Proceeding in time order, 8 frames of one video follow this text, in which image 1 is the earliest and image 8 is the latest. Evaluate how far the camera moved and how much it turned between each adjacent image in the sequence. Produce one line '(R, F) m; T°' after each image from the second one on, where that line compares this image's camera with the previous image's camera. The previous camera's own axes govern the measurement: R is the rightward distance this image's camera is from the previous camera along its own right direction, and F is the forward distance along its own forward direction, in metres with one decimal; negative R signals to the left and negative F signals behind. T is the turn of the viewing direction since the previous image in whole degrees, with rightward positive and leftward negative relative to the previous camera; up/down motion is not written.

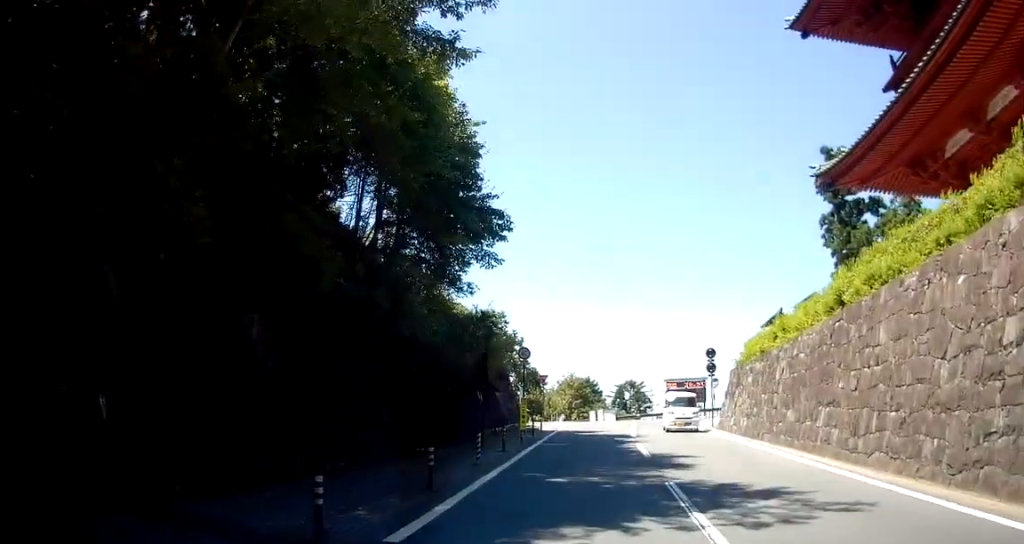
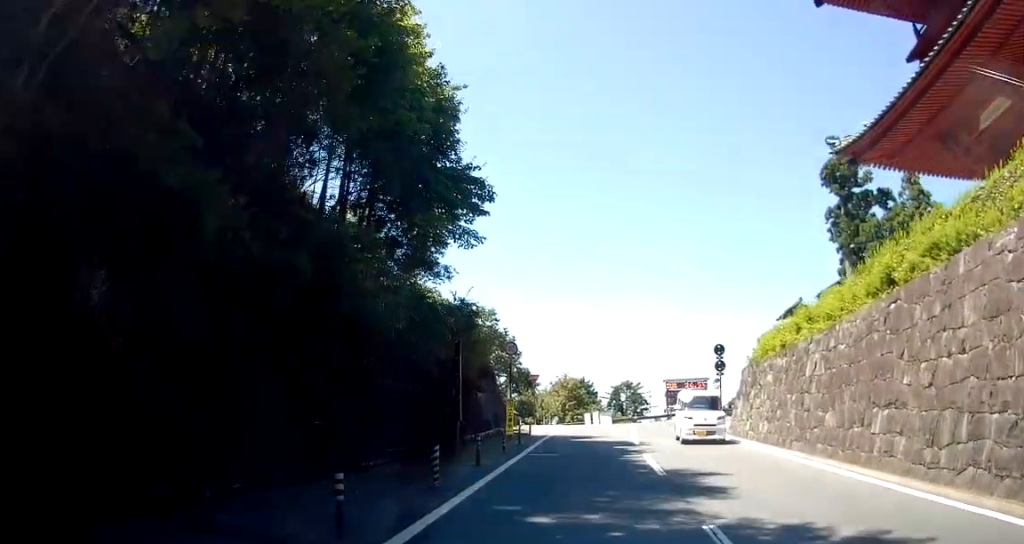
(-0.1, +3.6) m; -1°
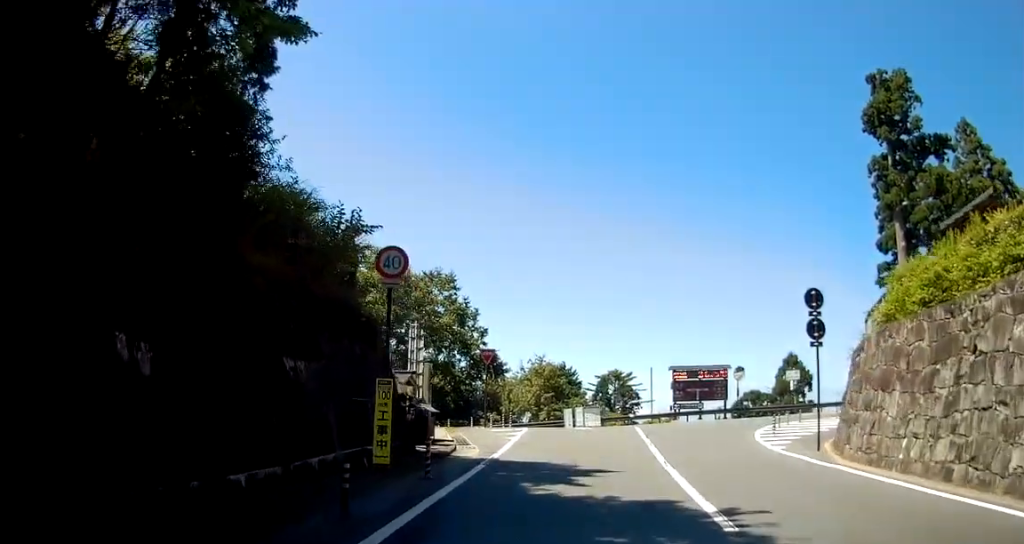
(-0.5, +16.0) m; 0°
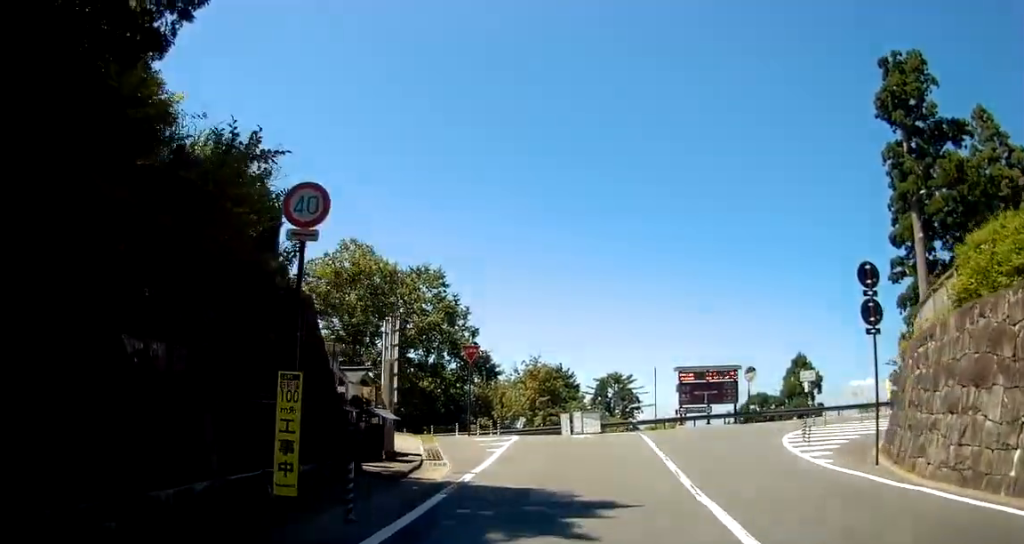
(+0.3, +4.0) m; +3°
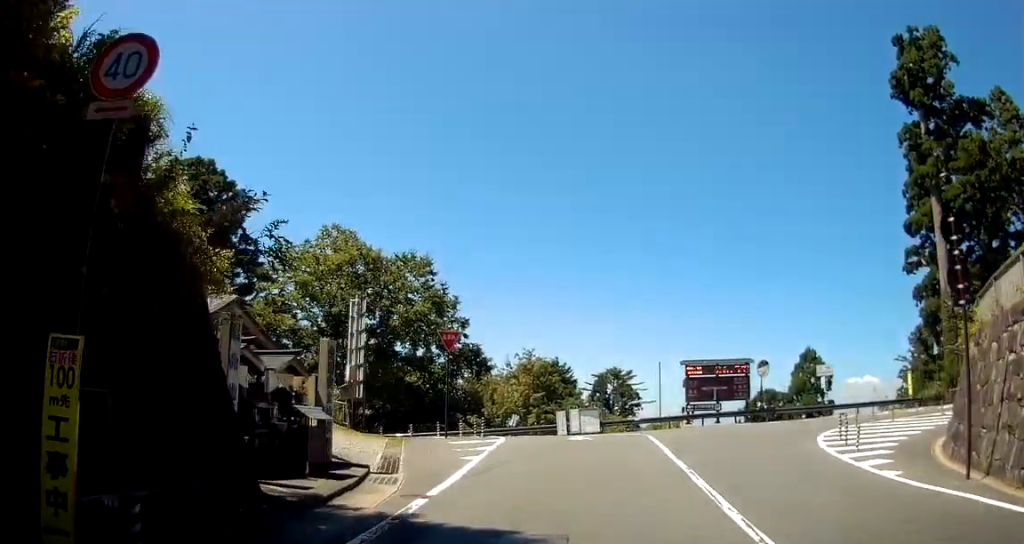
(+0.1, +4.1) m; +2°
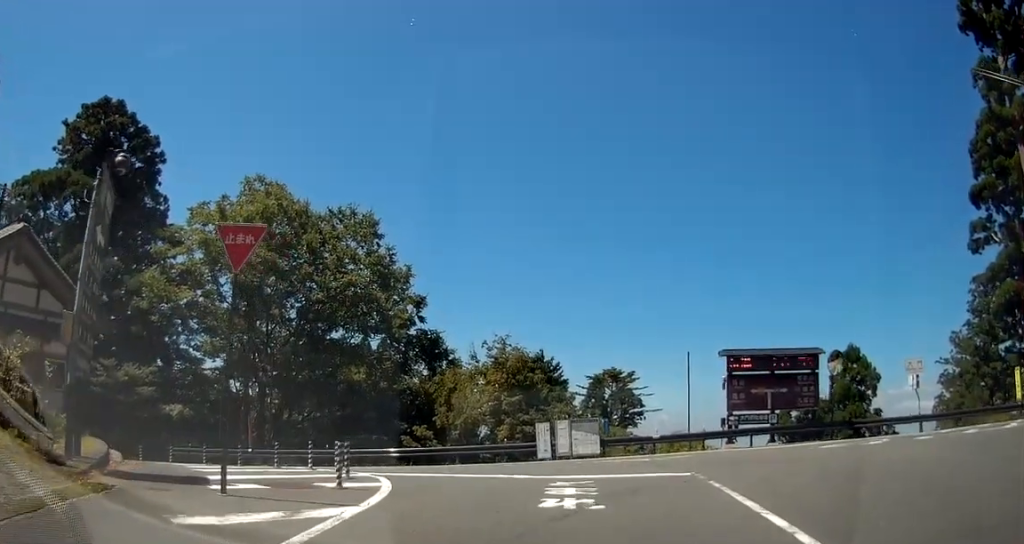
(+0.2, +13.9) m; +1°
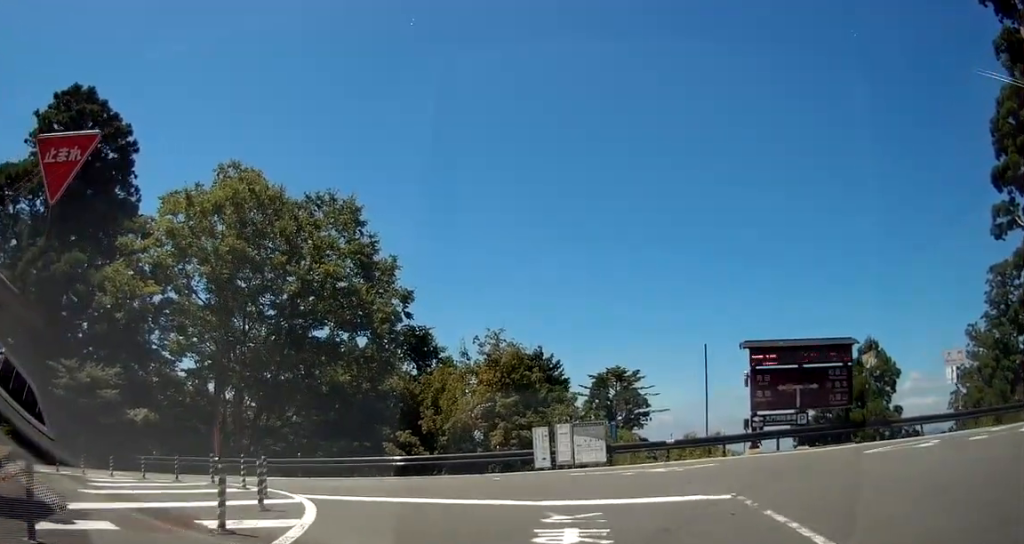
(0.0, +3.8) m; 0°
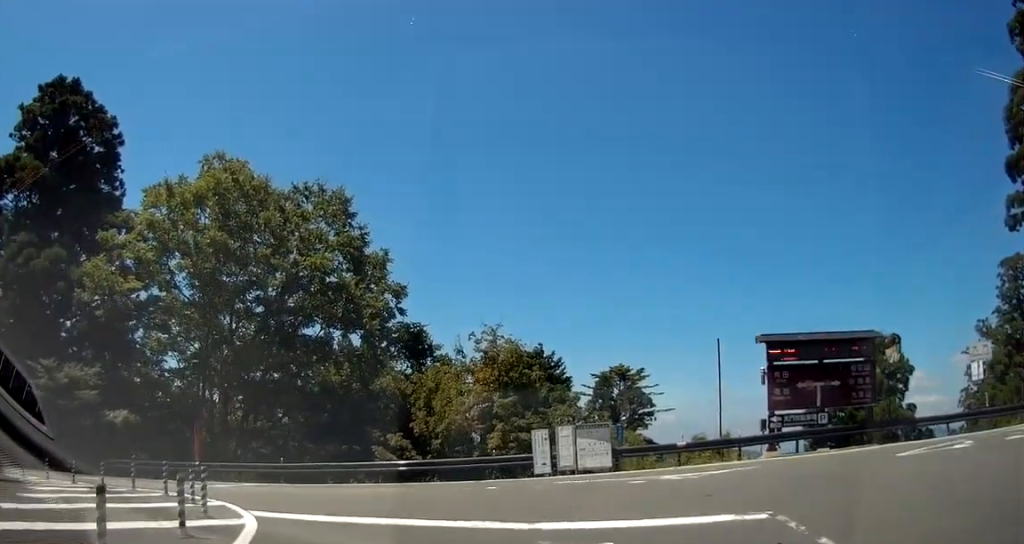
(0.0, +2.4) m; 0°
